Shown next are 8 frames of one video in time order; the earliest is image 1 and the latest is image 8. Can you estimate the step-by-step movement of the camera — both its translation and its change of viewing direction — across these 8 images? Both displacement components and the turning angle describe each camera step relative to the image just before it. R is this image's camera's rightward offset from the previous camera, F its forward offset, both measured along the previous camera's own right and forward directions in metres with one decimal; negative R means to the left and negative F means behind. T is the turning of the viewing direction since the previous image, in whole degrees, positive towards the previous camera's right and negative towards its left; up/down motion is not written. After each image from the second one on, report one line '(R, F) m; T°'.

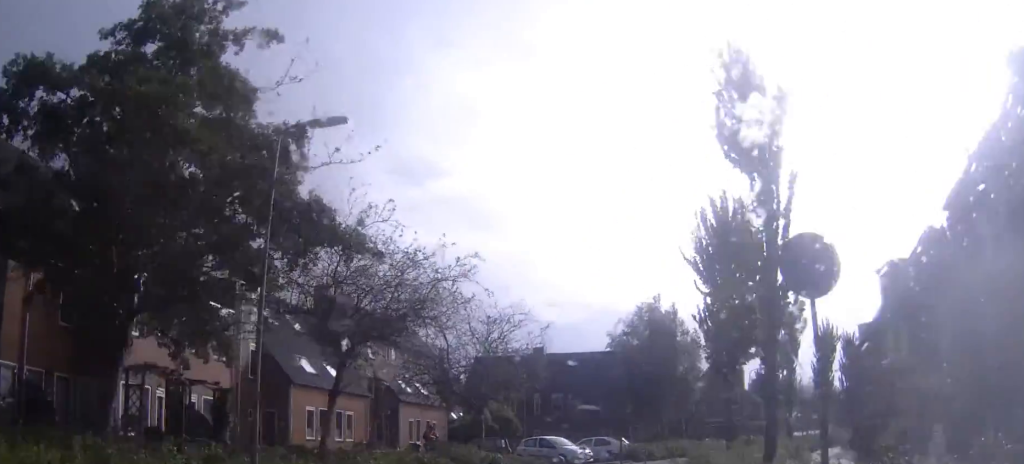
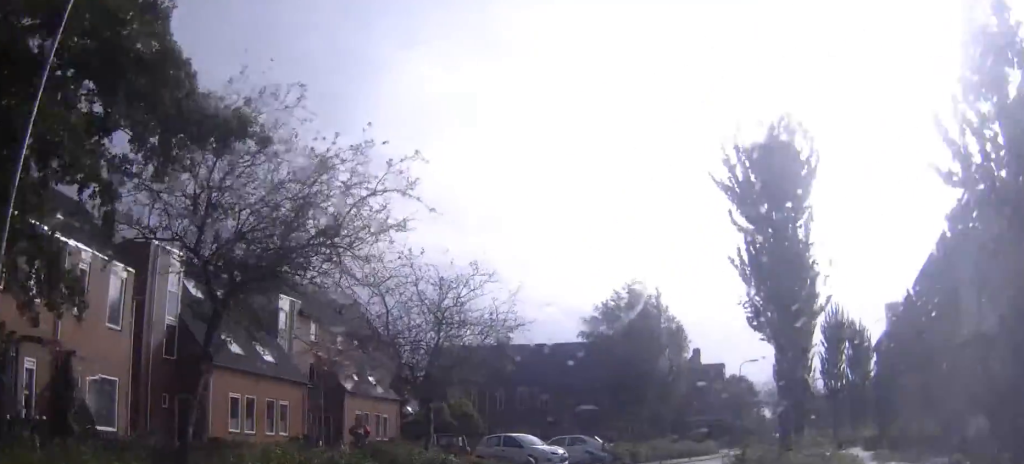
(+0.1, +5.9) m; +3°
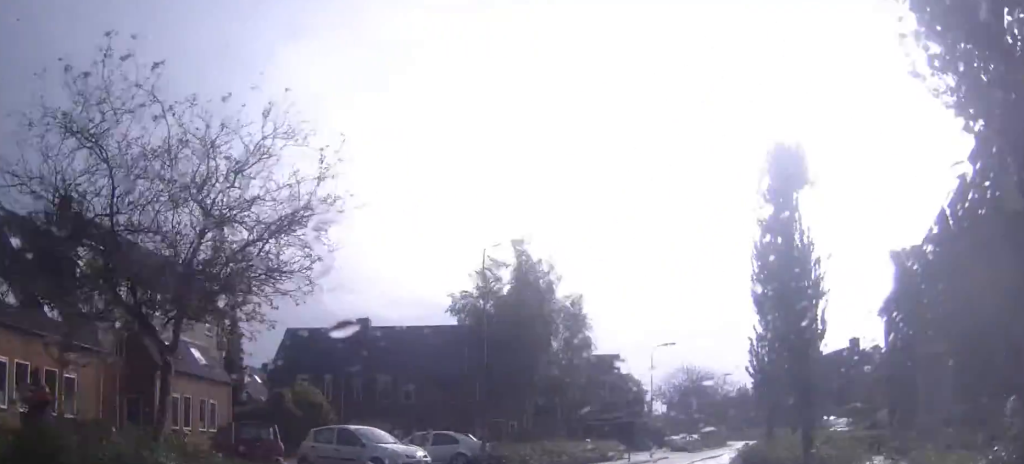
(+0.5, +9.4) m; +7°
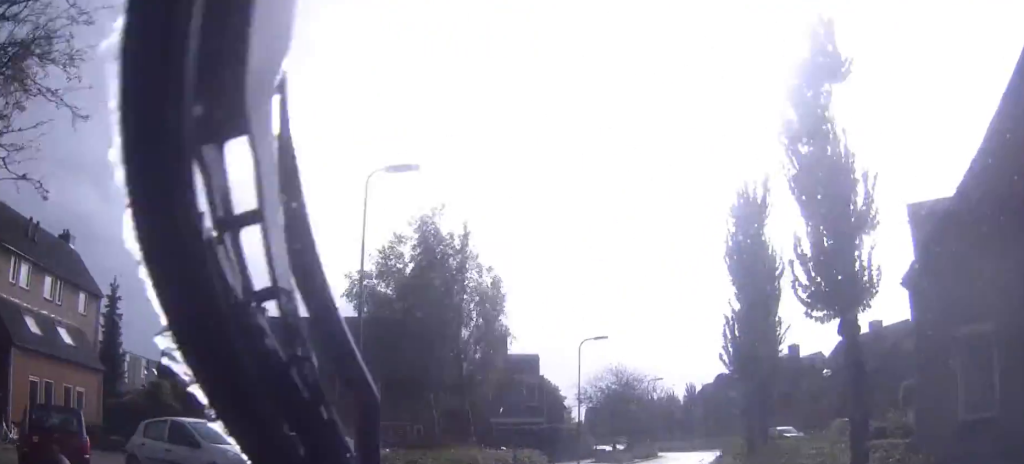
(+0.2, +5.7) m; +5°
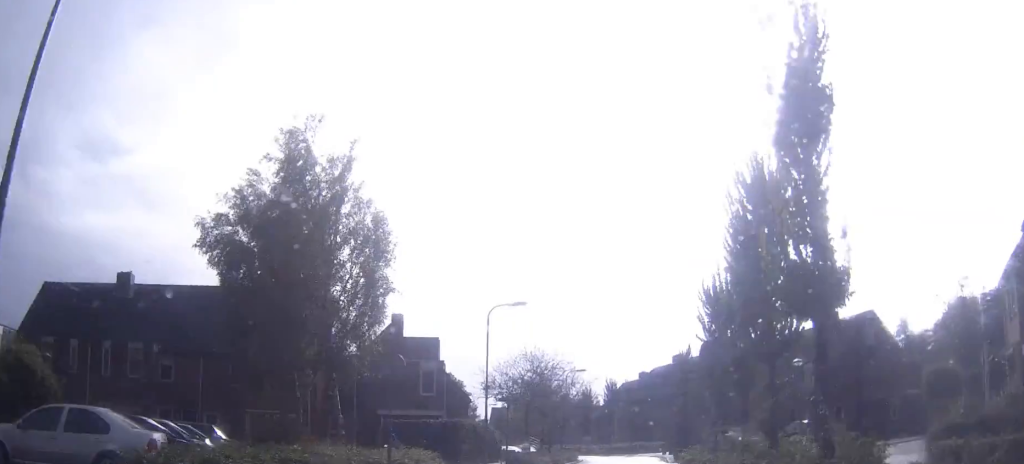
(+0.5, +8.2) m; +8°
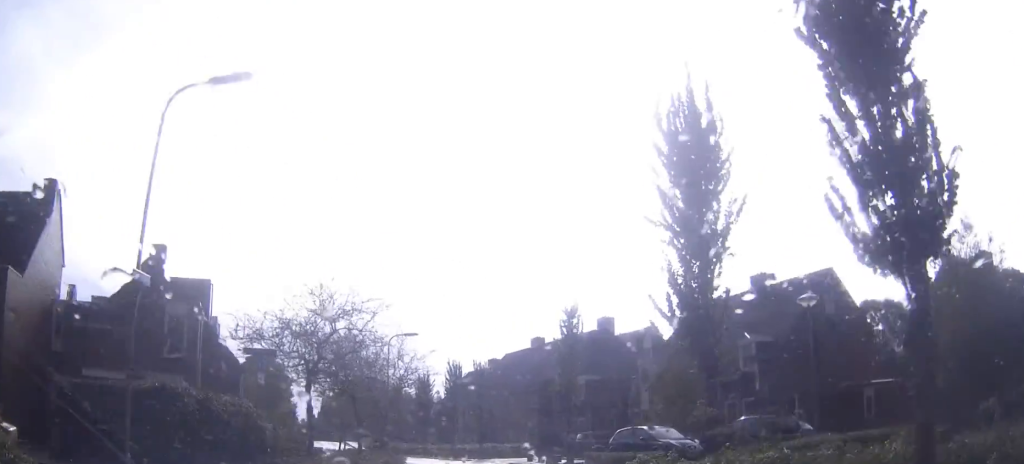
(+2.0, +16.4) m; +10°
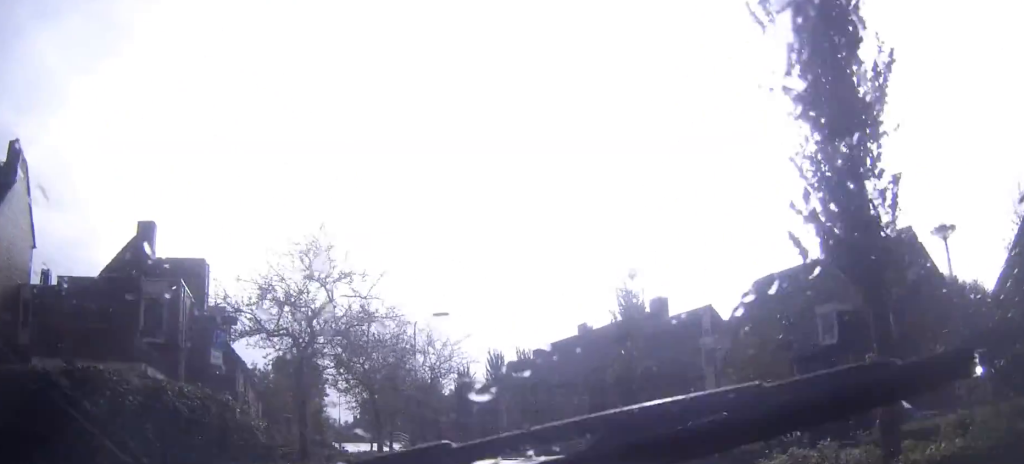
(+0.1, +5.5) m; -4°
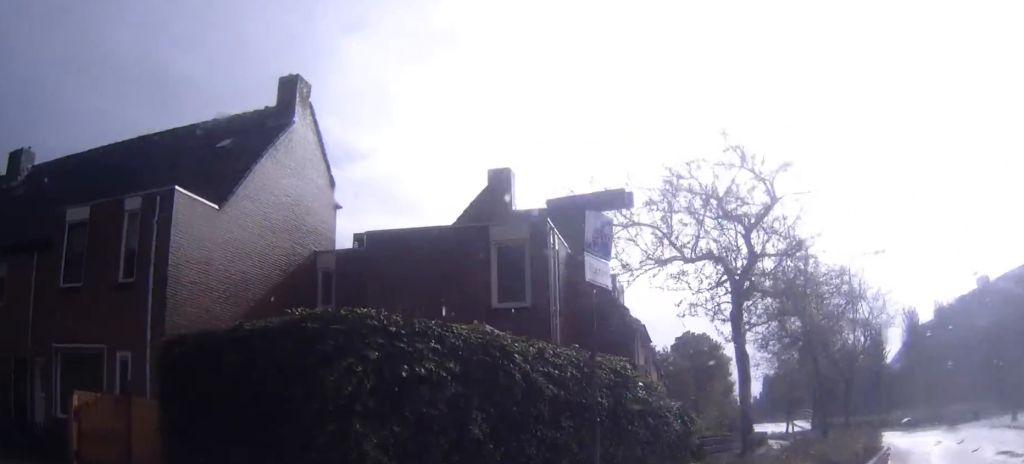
(-1.2, +6.8) m; -28°
